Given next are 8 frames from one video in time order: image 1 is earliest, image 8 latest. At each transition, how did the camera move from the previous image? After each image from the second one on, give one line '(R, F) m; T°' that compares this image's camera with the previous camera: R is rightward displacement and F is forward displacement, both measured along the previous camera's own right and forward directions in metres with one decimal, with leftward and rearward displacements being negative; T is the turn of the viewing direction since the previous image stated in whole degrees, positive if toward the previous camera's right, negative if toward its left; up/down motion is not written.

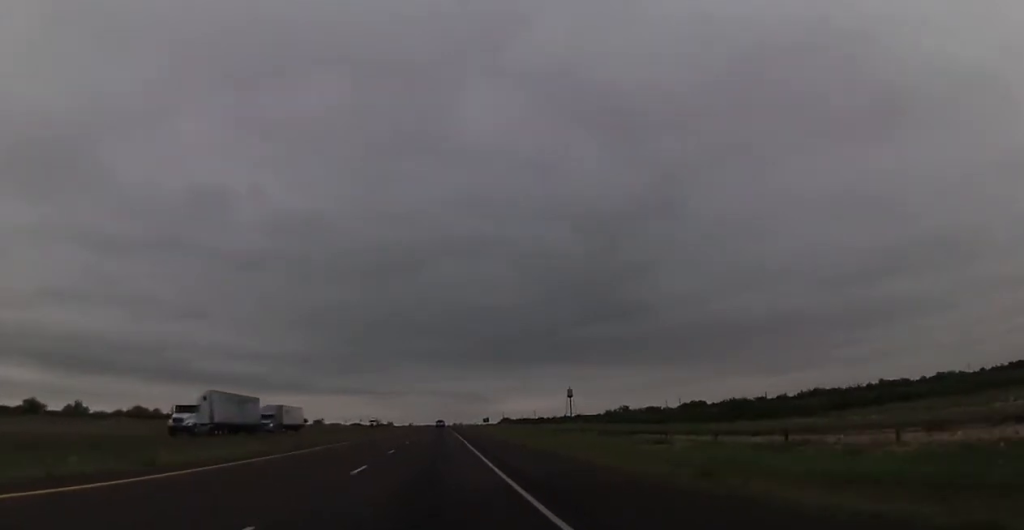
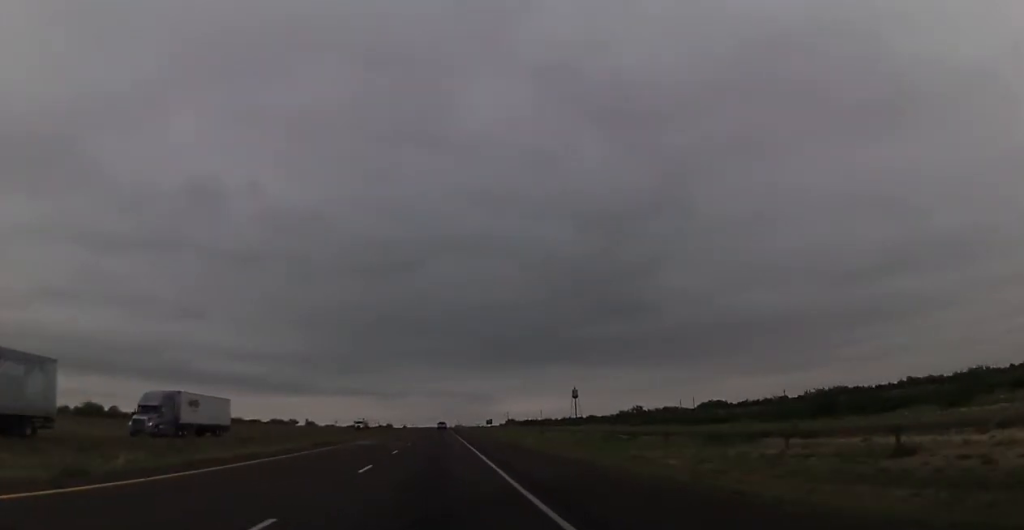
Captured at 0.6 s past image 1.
(0.0, +23.3) m; 0°
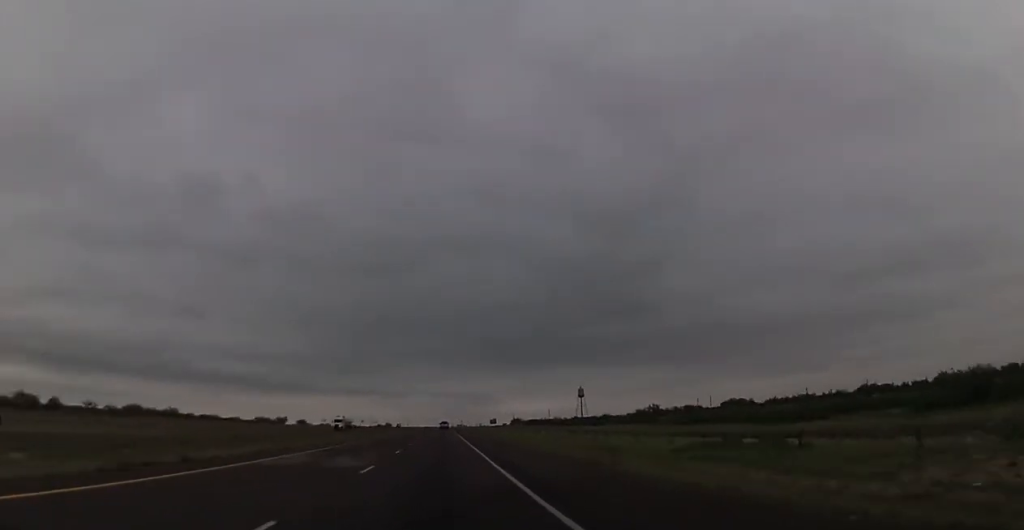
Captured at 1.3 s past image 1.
(0.0, +24.5) m; 0°
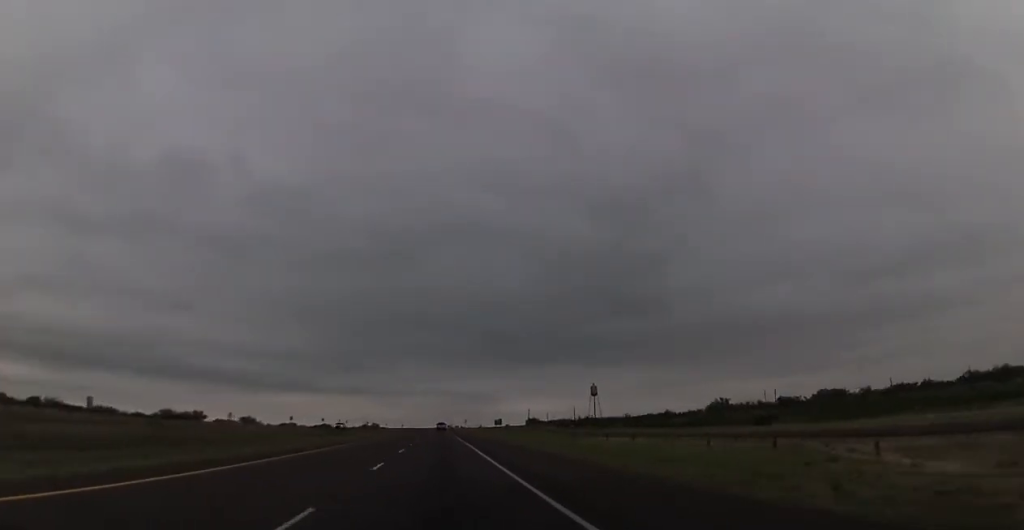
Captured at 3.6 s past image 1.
(-0.5, +83.1) m; -1°
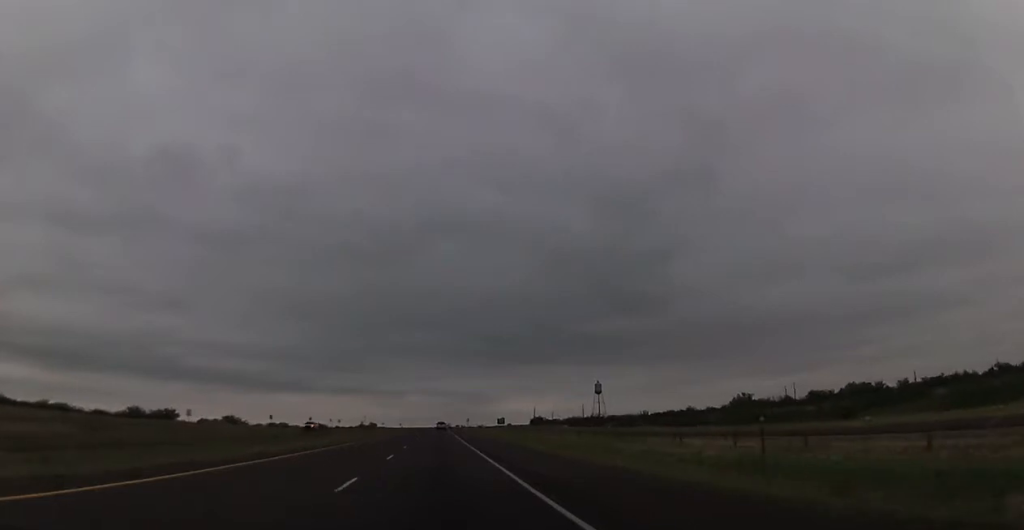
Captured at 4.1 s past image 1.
(-0.2, +18.4) m; 0°
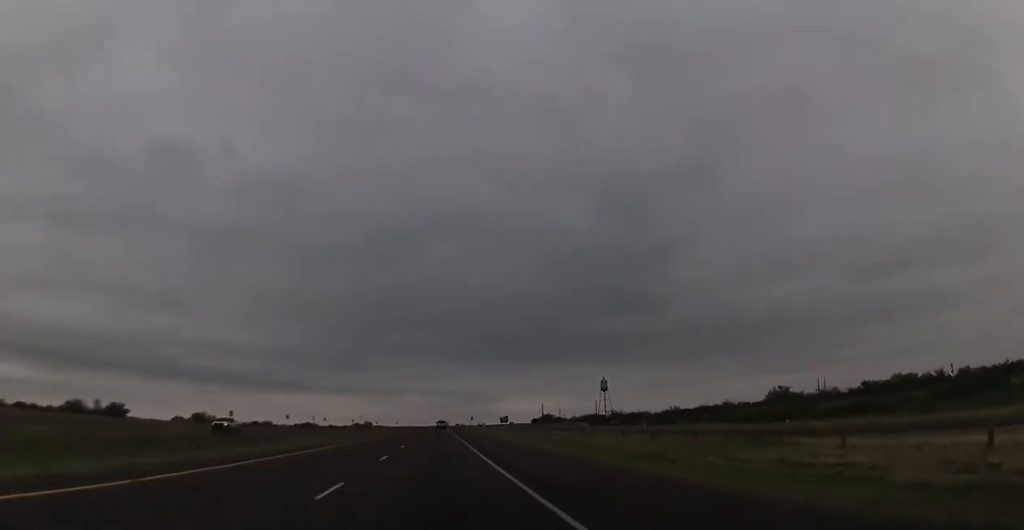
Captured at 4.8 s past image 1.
(+0.1, +25.7) m; 0°
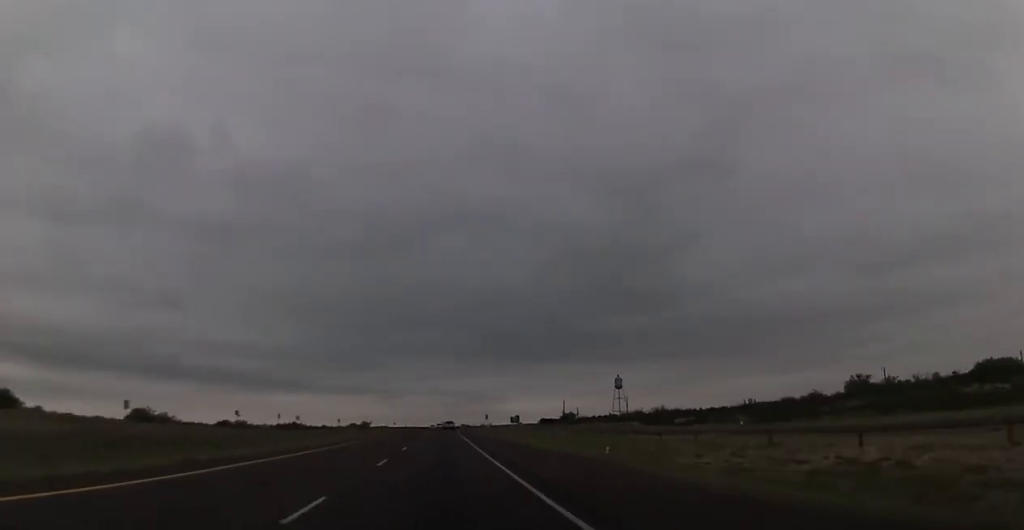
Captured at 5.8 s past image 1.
(+0.3, +39.2) m; 0°
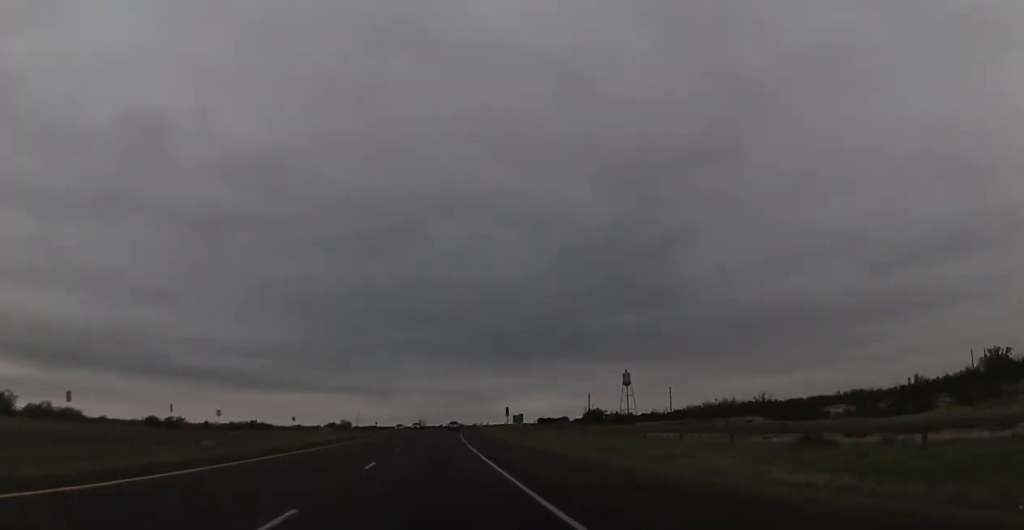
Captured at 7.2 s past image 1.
(0.0, +50.1) m; 0°
